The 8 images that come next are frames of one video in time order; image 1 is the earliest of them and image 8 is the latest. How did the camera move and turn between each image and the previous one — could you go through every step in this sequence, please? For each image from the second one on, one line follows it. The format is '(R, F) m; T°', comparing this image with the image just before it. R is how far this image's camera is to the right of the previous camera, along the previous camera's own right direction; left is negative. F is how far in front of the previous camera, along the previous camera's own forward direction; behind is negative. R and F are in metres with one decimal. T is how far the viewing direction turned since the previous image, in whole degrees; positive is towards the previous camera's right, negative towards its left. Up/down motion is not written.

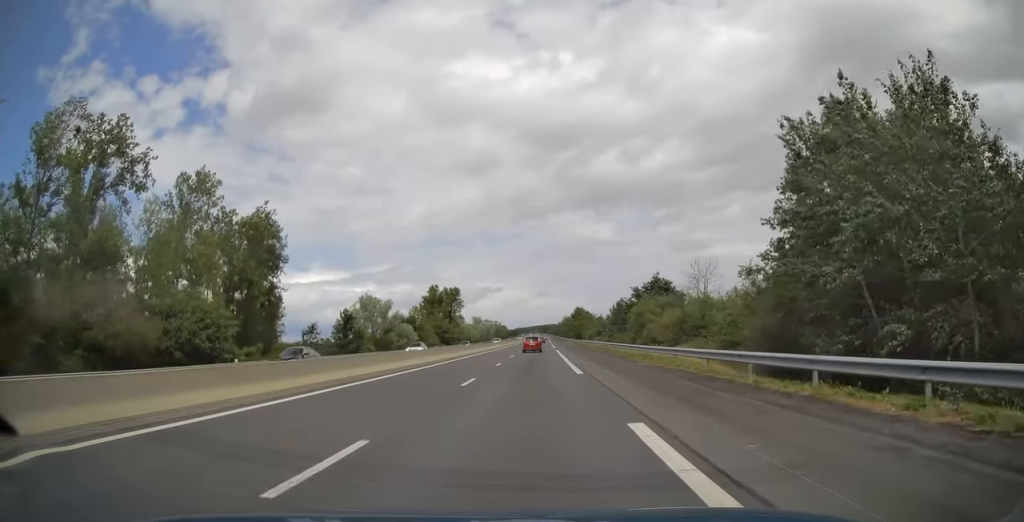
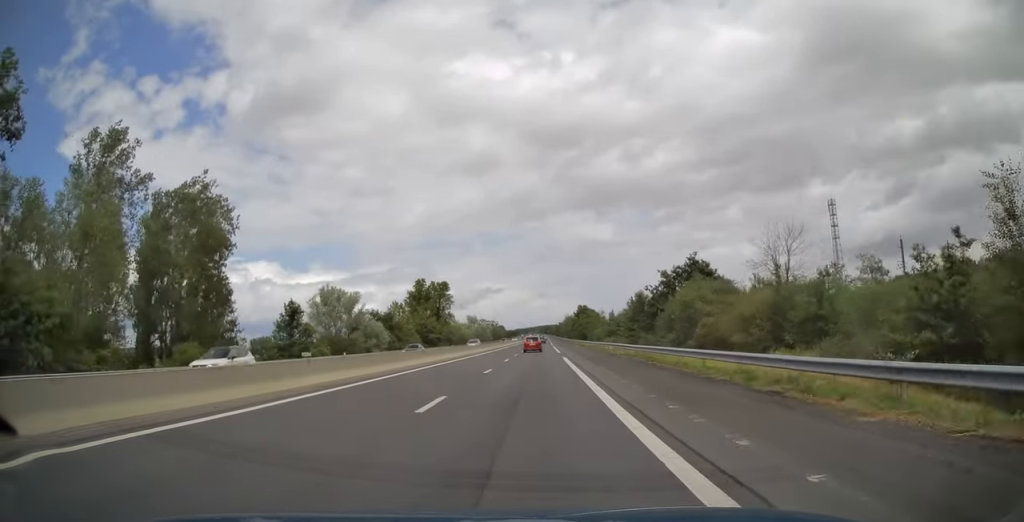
(-0.1, +19.4) m; 0°
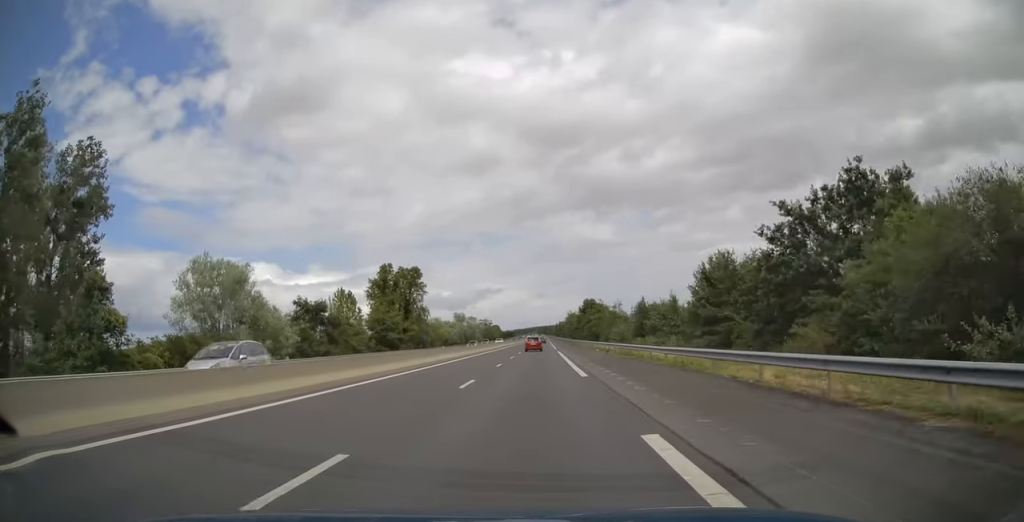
(+0.2, +33.2) m; 0°
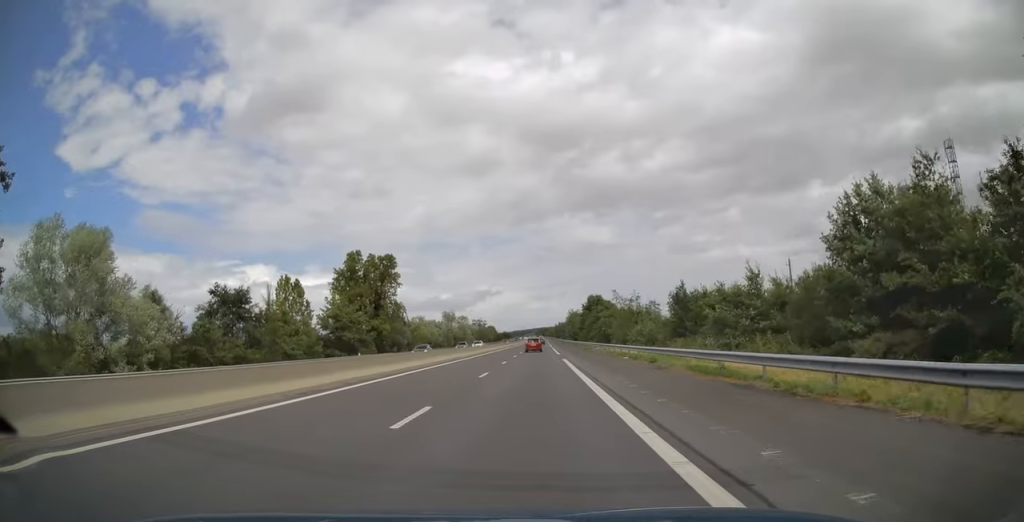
(-0.1, +20.4) m; 0°
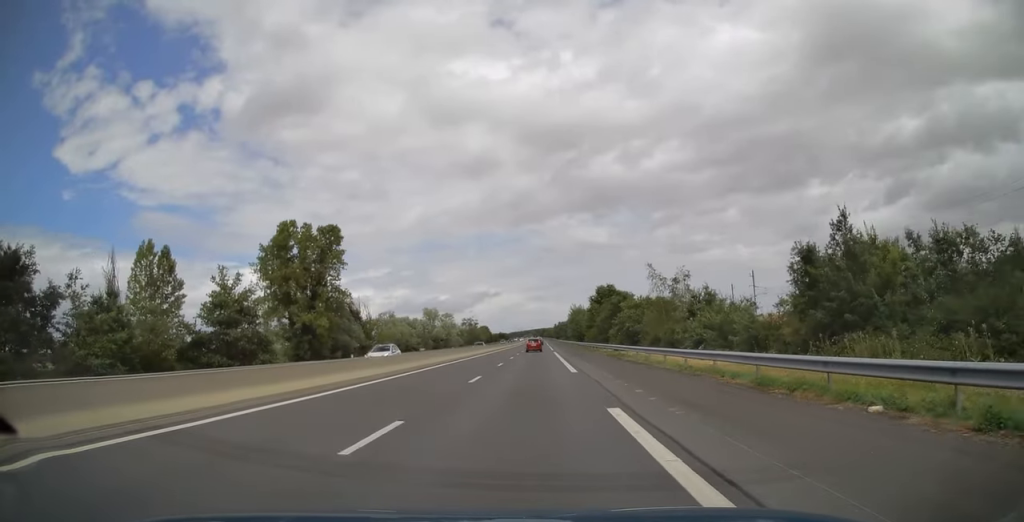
(0.0, +27.9) m; 0°
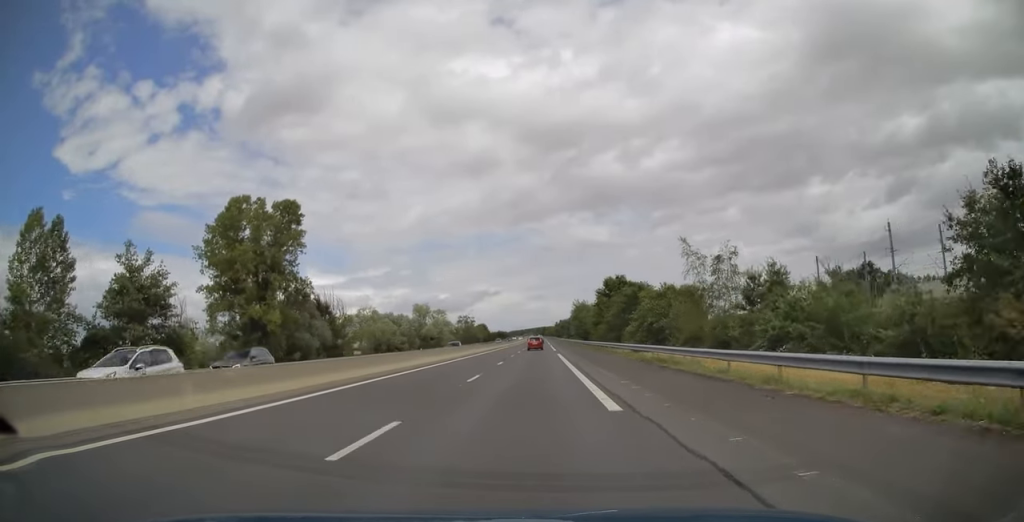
(+0.1, +13.4) m; 0°
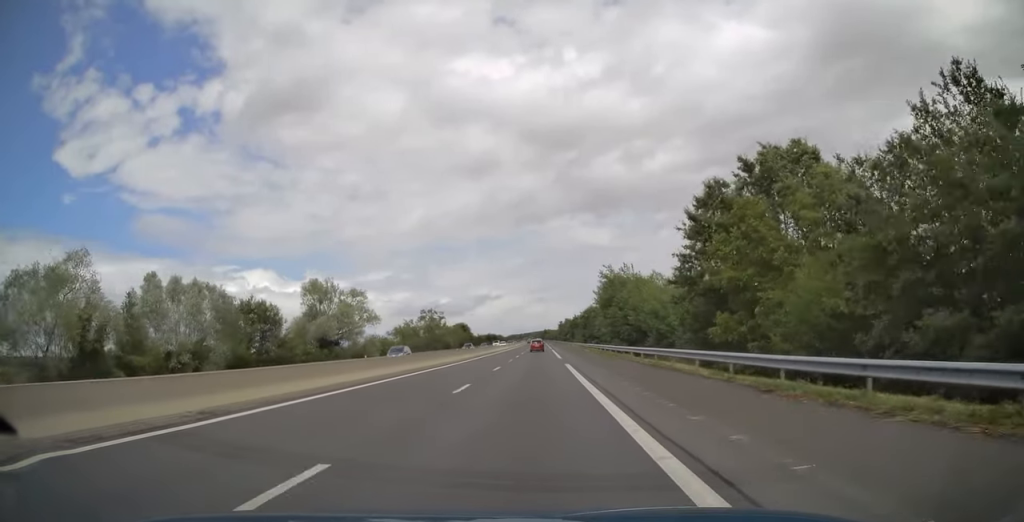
(-0.3, +68.0) m; 0°
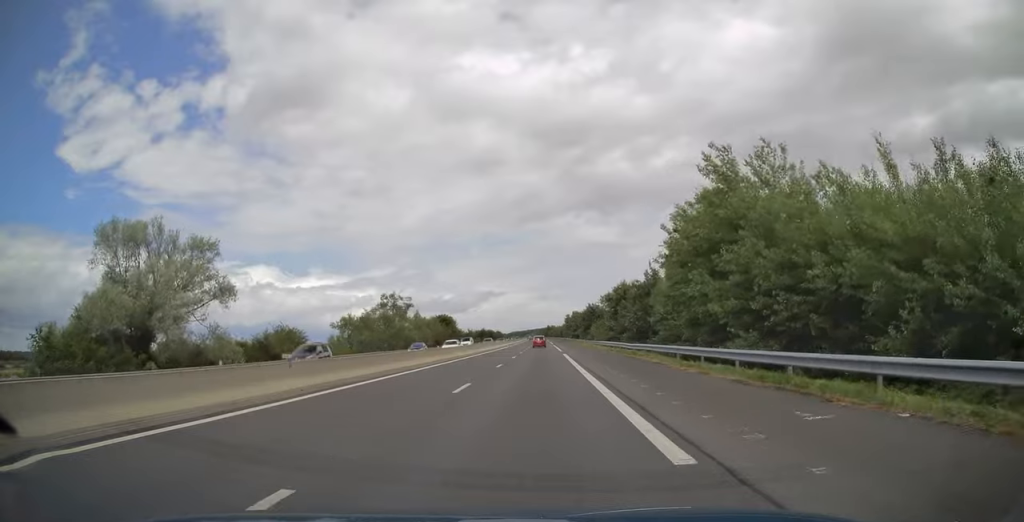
(+0.2, +40.1) m; 0°
